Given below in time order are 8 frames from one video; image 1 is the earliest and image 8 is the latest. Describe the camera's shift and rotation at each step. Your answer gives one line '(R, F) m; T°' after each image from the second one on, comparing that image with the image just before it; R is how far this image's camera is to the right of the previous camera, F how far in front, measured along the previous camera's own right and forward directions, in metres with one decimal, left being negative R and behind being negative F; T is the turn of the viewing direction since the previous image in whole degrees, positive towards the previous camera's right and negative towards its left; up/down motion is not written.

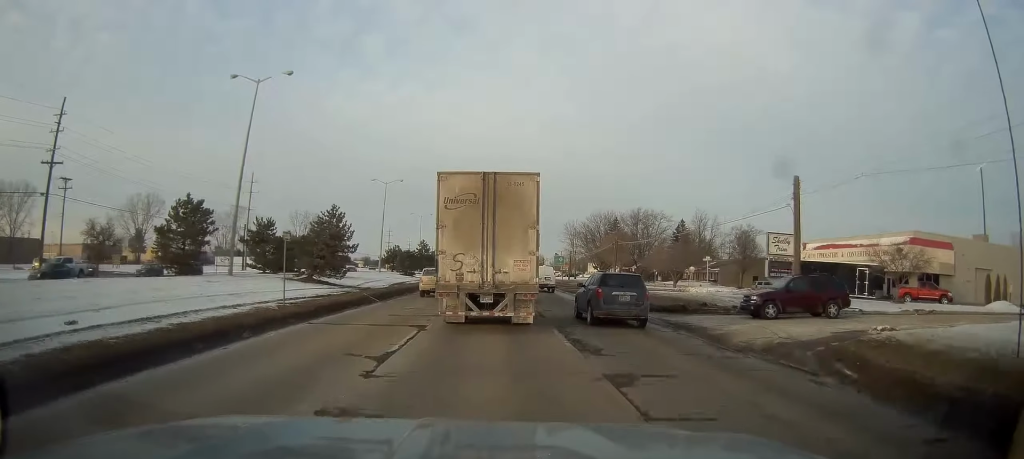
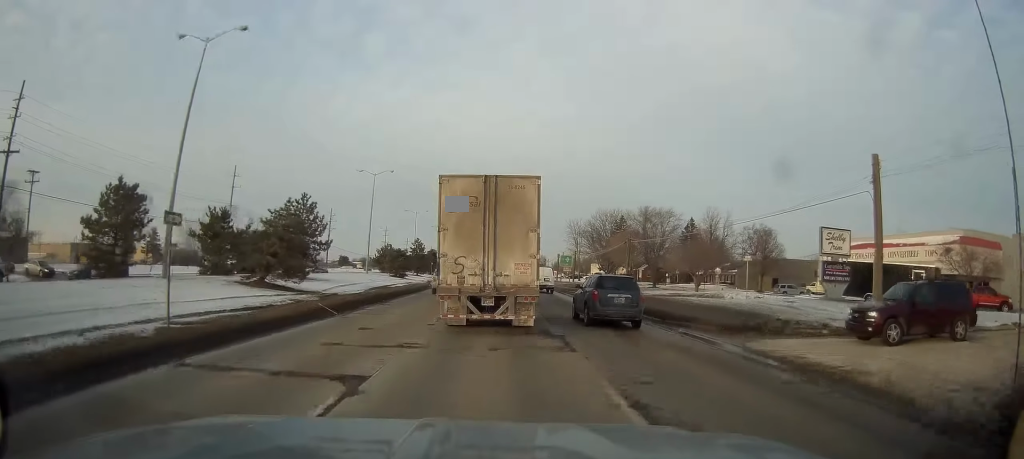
(-0.5, +8.0) m; 0°
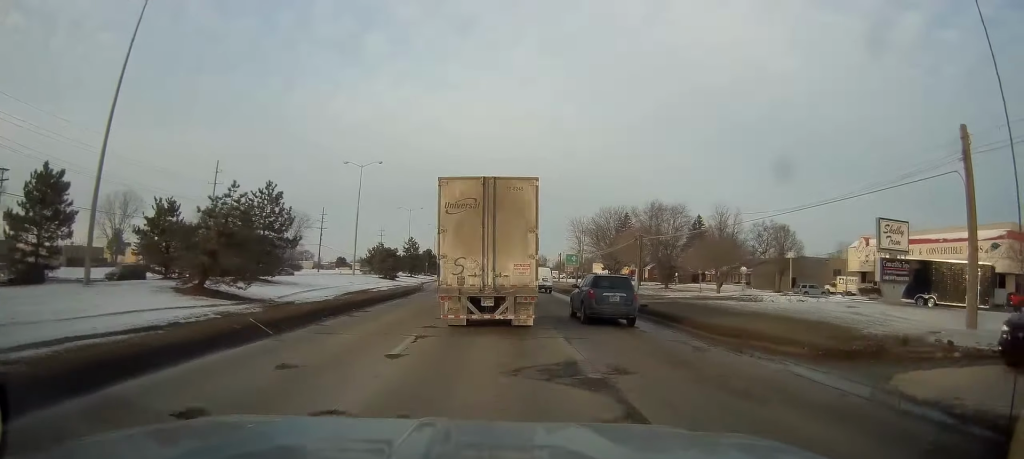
(+0.3, +6.6) m; +2°
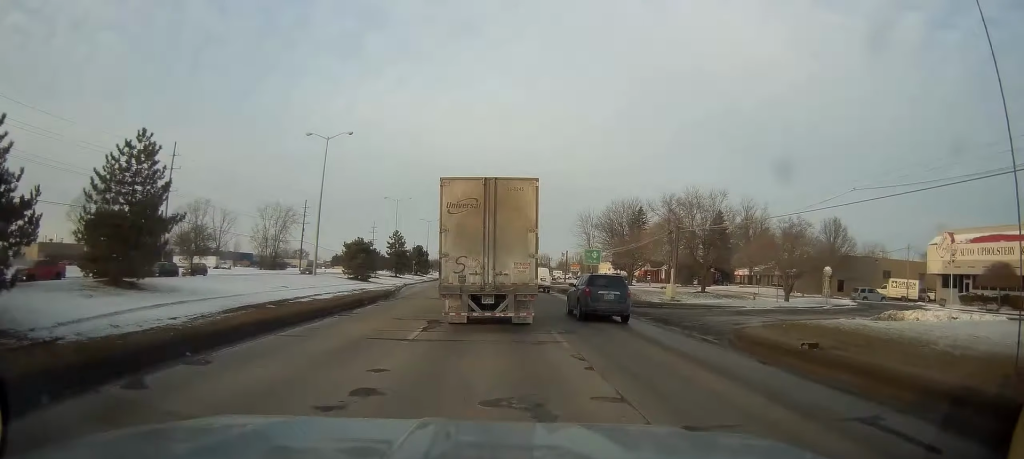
(+0.4, +14.1) m; -1°
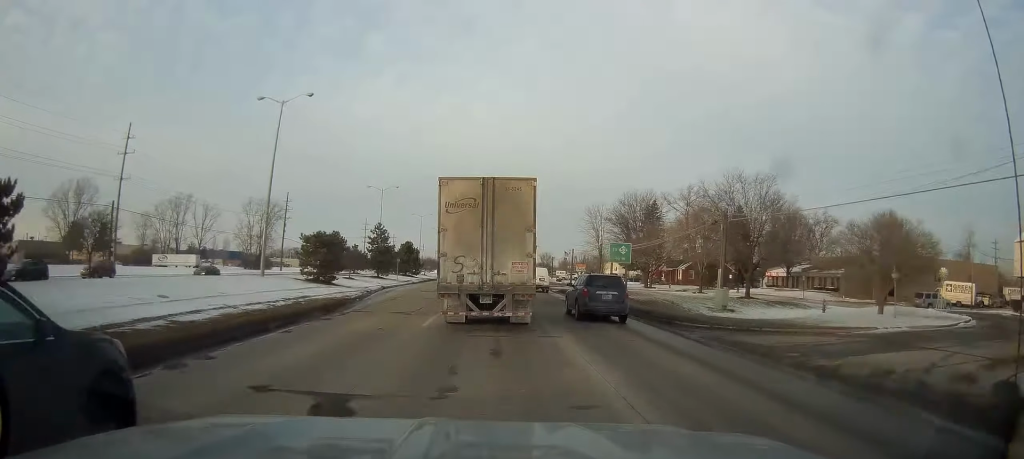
(-0.5, +11.9) m; -1°
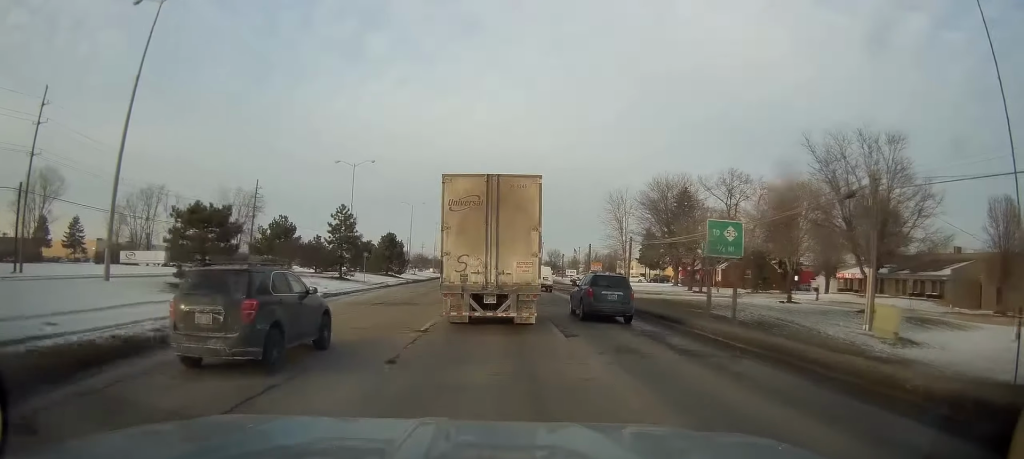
(+0.4, +18.3) m; 0°
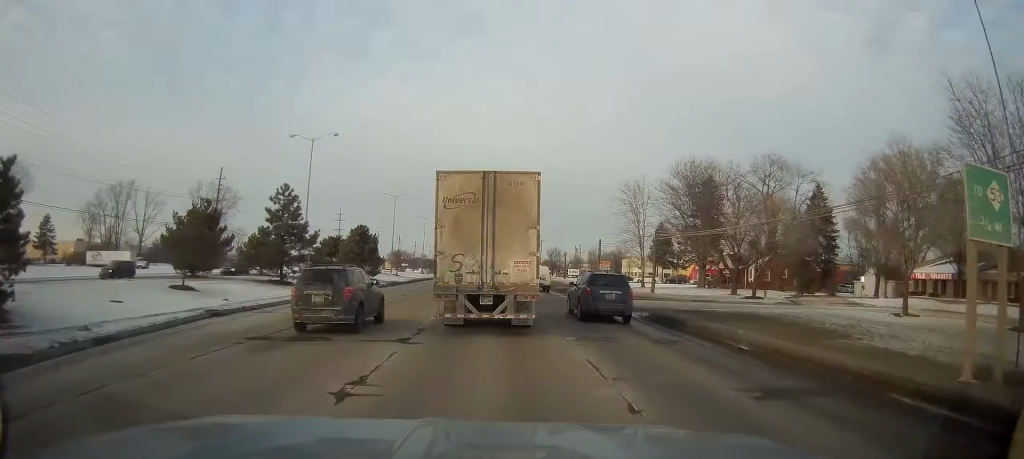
(-0.1, +13.8) m; +1°
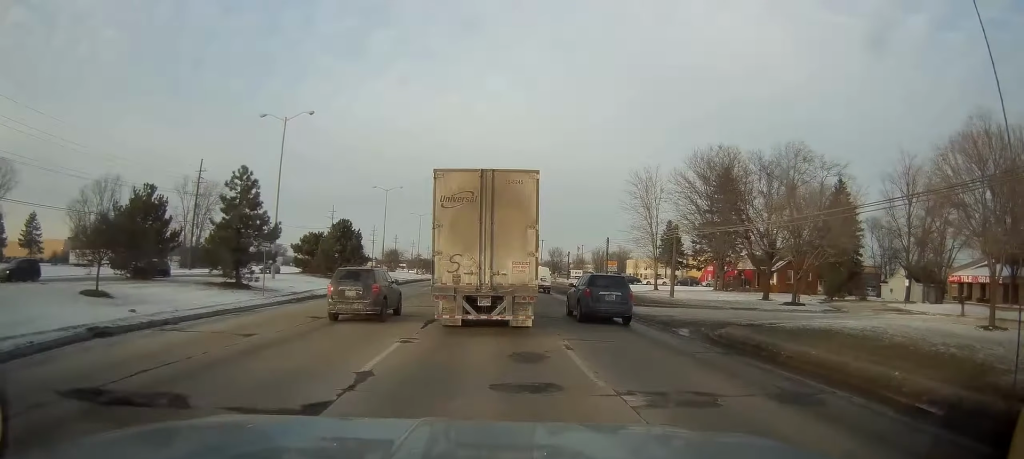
(+0.2, +6.9) m; +1°
